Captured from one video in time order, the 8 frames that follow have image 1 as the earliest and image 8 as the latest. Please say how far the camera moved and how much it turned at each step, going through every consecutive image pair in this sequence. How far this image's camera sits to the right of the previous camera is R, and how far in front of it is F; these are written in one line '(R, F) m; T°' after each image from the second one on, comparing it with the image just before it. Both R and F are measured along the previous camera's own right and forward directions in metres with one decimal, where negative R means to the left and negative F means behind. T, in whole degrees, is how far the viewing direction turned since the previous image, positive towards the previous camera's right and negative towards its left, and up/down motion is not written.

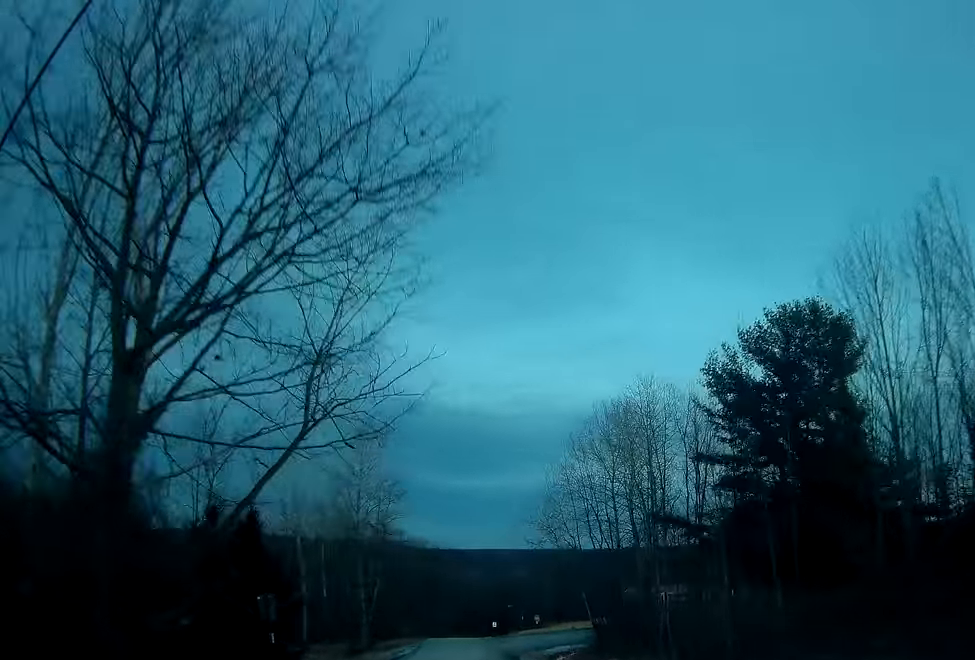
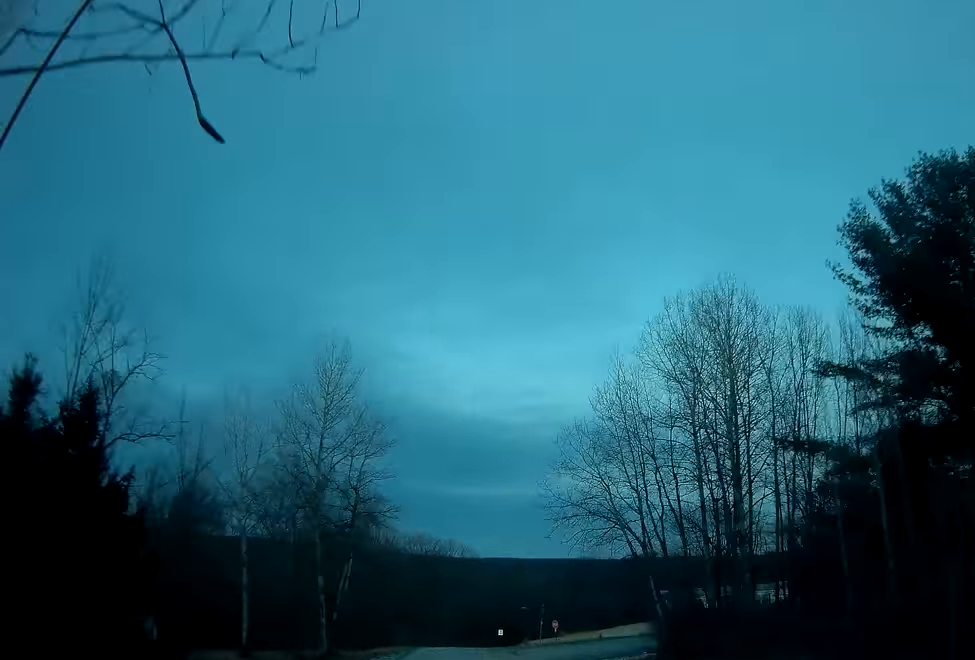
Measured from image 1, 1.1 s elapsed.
(-0.1, +16.4) m; -1°
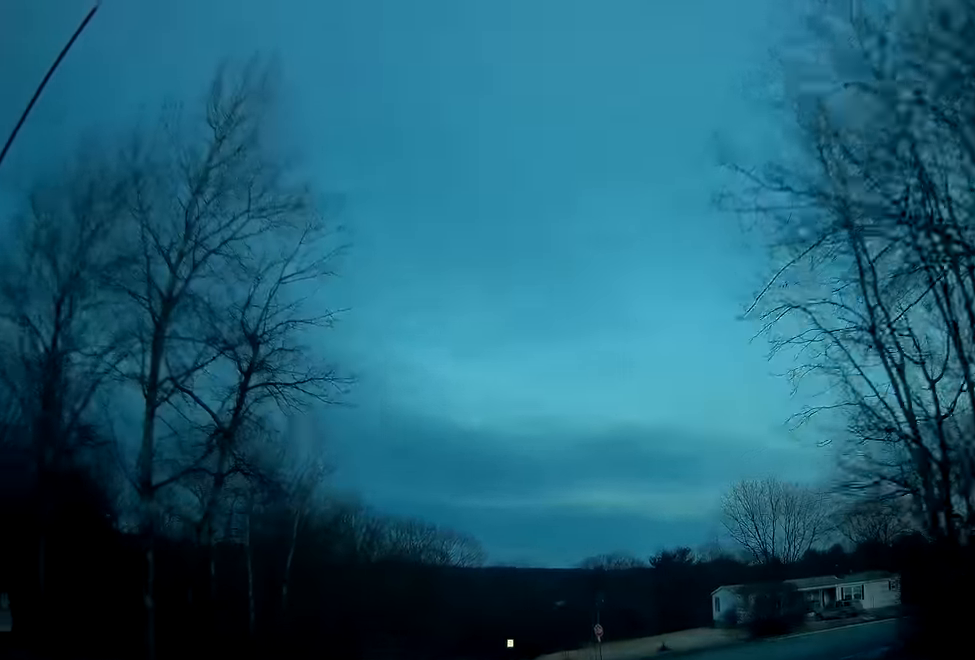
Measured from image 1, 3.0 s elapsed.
(+0.4, +22.3) m; +7°
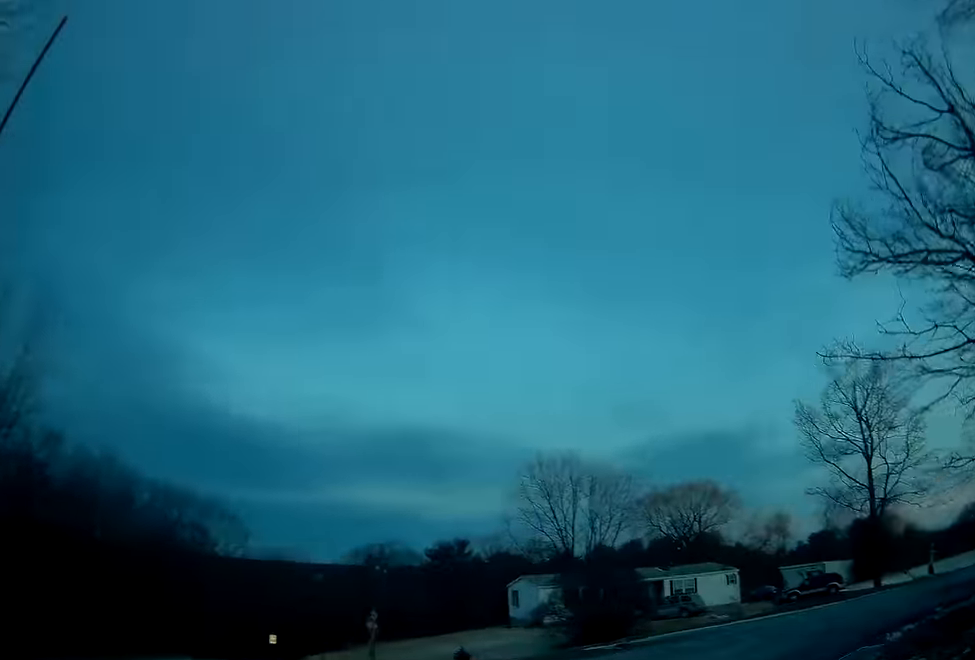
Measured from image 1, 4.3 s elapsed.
(+2.0, +13.2) m; +21°
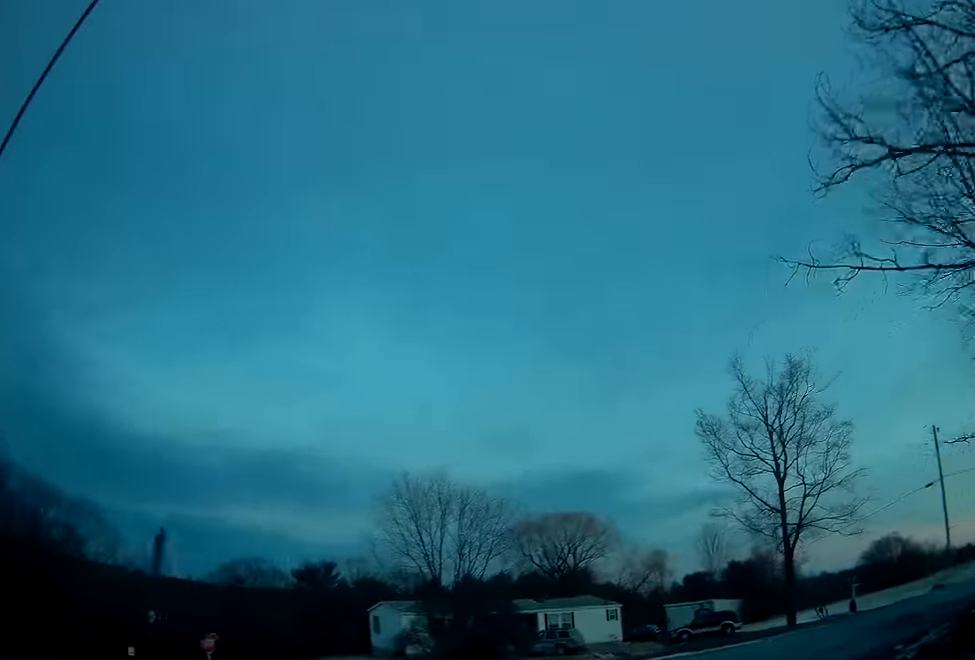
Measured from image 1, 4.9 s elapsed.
(+0.3, +5.1) m; +11°
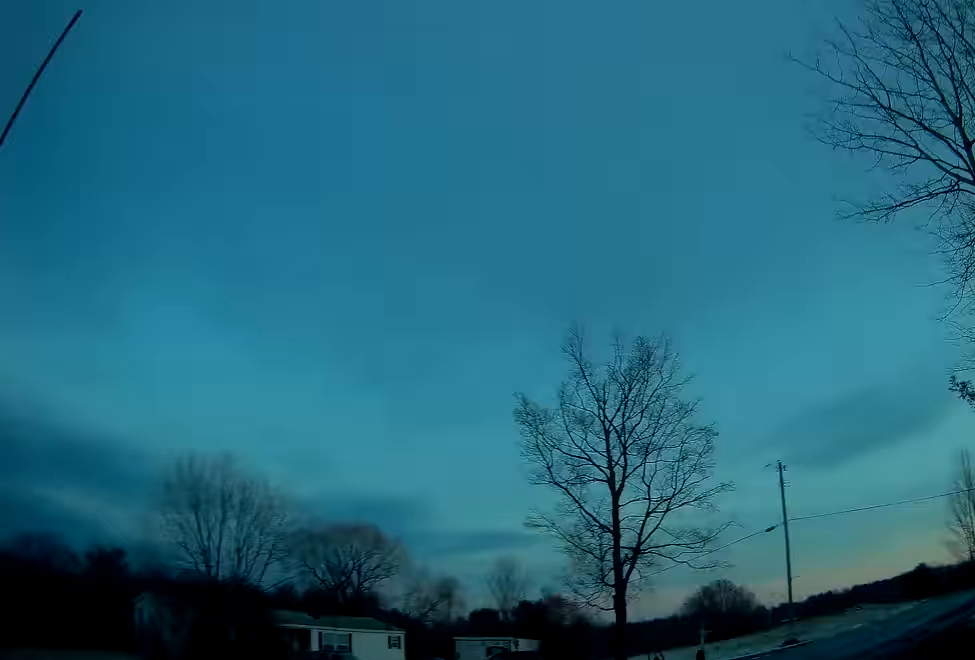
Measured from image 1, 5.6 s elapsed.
(+1.2, +7.0) m; +19°
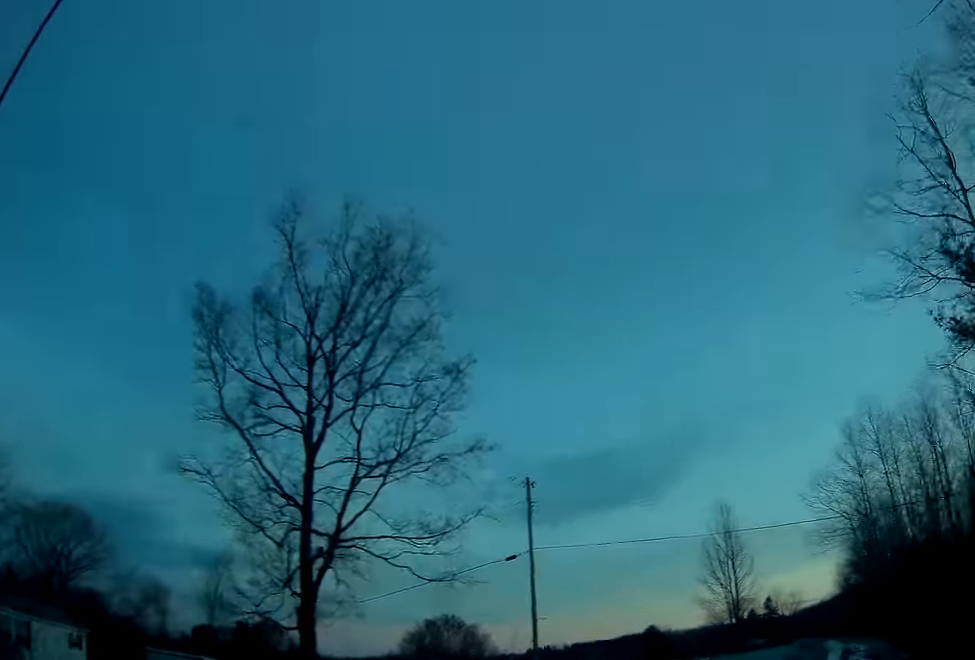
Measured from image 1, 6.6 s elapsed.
(+2.1, +9.2) m; +21°
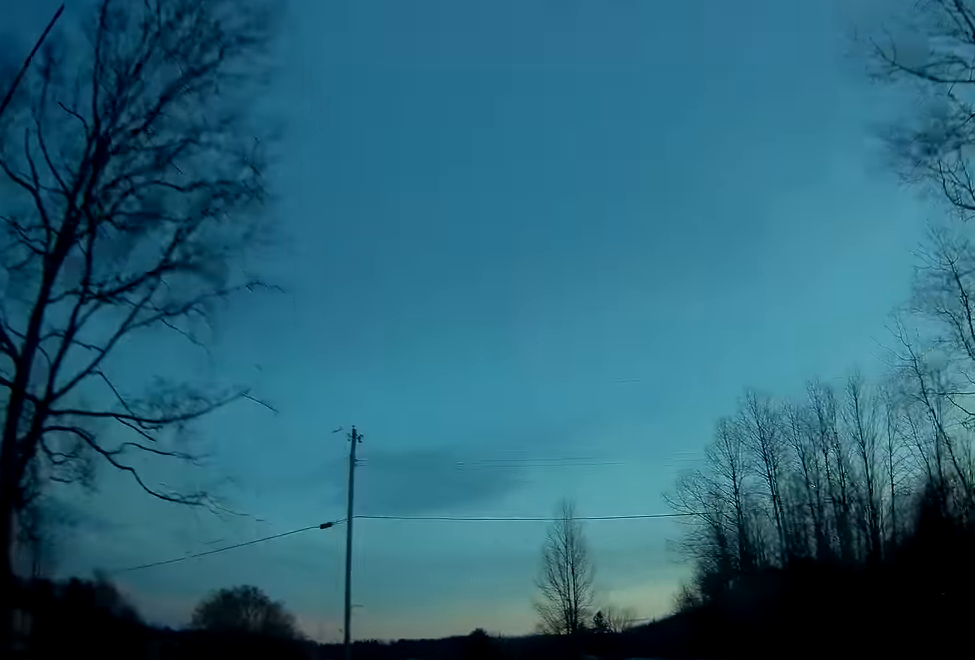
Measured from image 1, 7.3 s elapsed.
(+0.8, +6.9) m; +9°
